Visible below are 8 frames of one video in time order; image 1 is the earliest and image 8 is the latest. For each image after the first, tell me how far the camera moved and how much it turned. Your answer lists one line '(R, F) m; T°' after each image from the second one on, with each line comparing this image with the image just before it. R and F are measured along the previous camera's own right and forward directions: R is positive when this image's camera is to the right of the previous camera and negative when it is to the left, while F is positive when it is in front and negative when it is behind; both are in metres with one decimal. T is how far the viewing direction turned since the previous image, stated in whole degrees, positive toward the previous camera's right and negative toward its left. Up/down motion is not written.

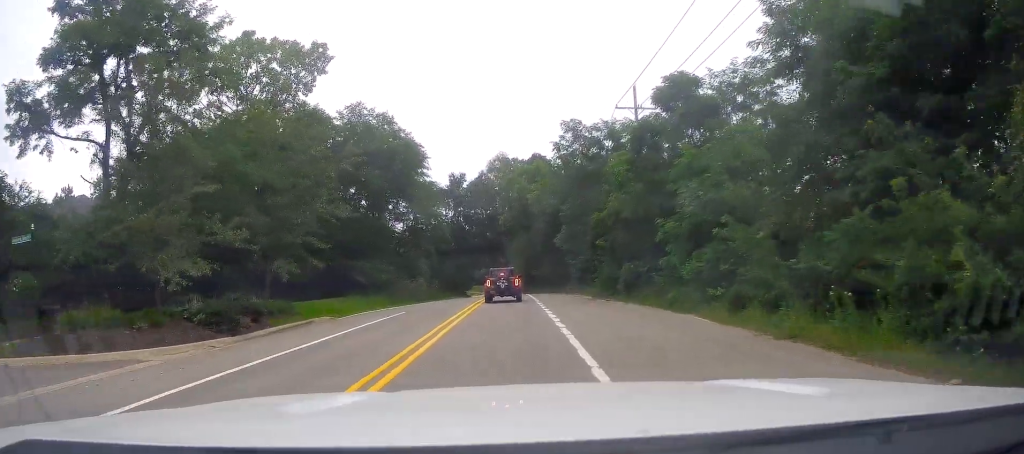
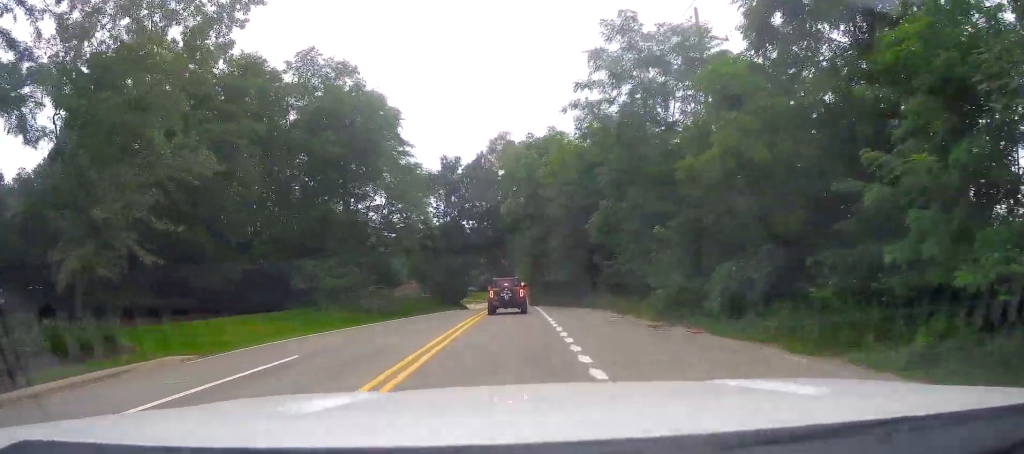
(0.0, +16.4) m; 0°
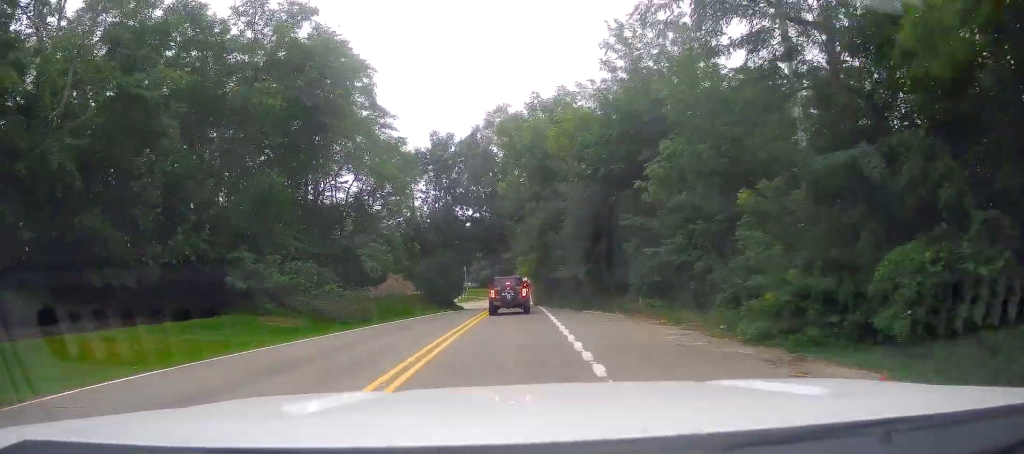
(0.0, +10.0) m; 0°
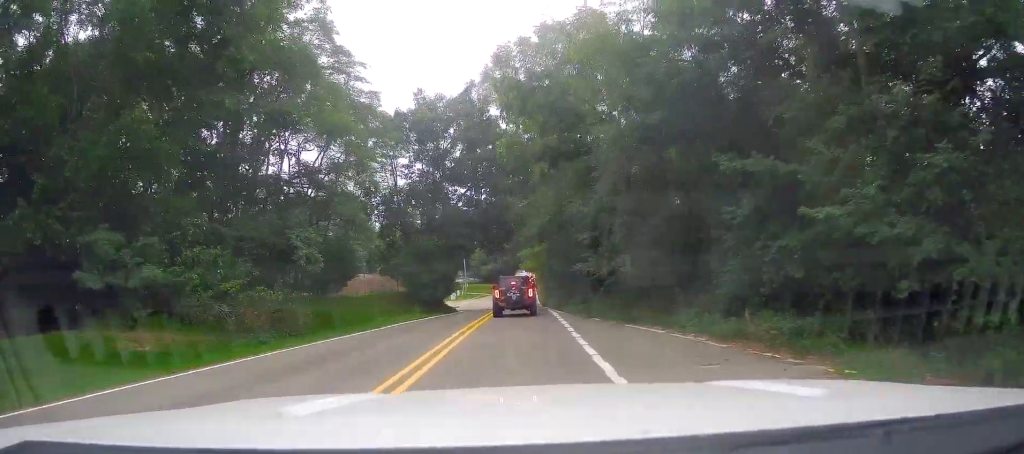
(0.0, +12.2) m; -2°
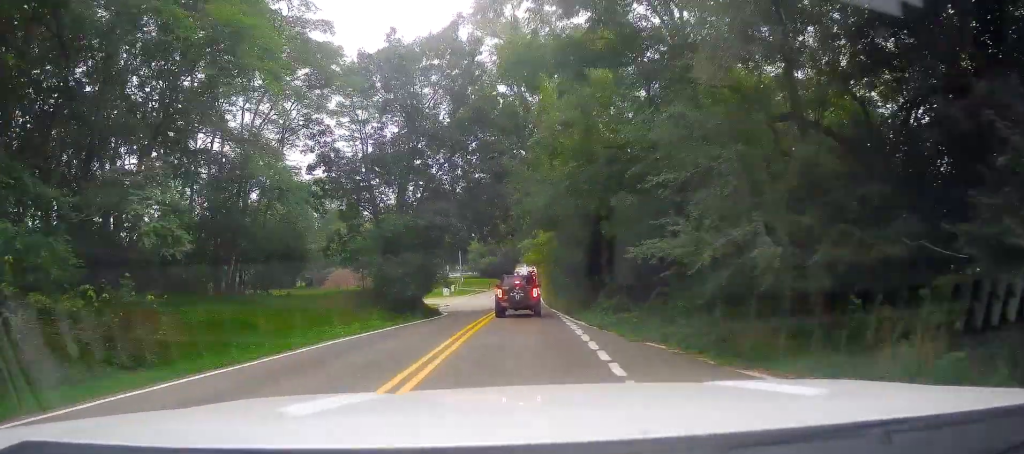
(-0.3, +11.9) m; -2°
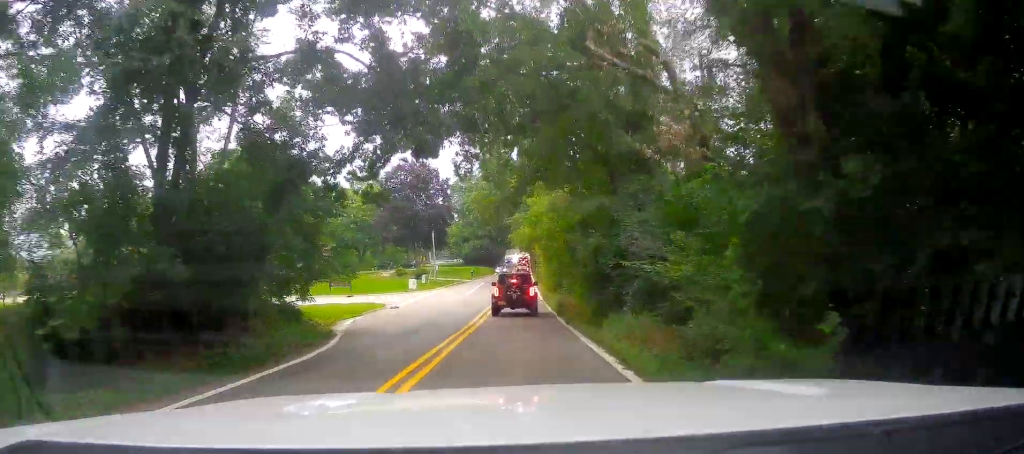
(+0.2, +28.4) m; +1°
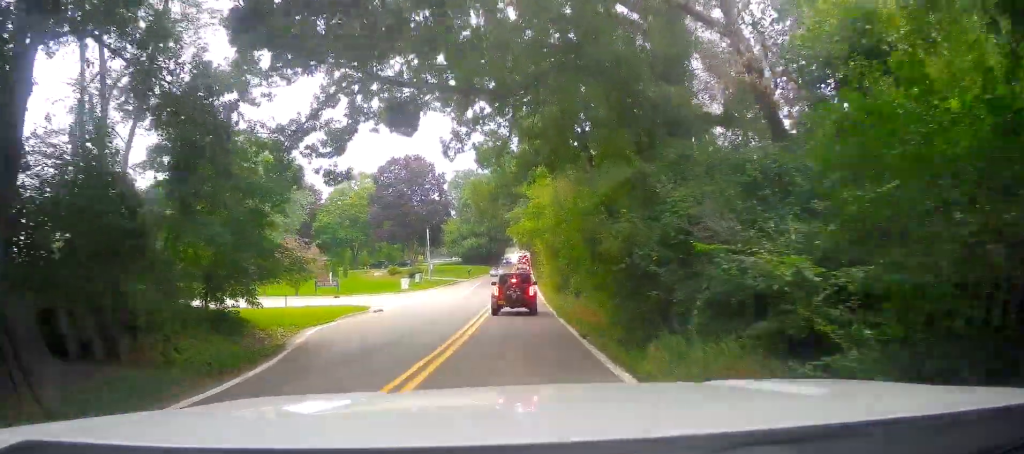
(+0.2, +5.6) m; +2°
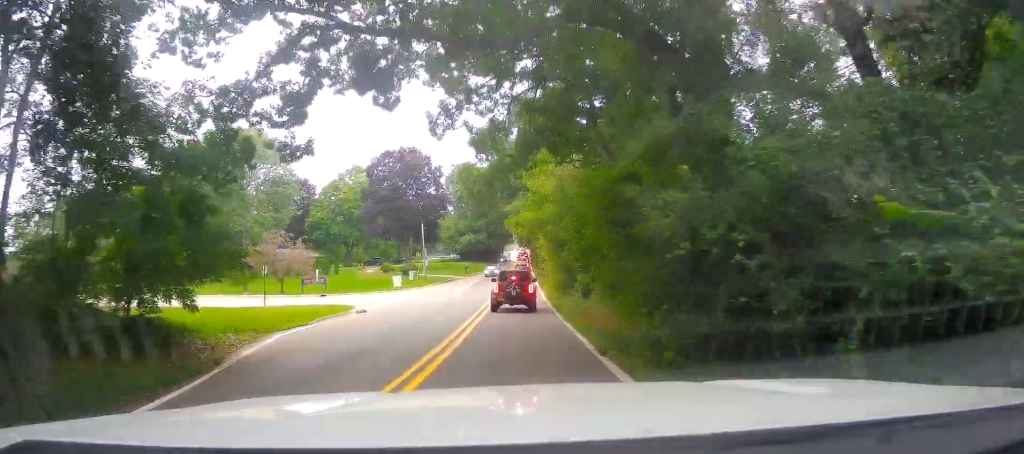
(+0.1, +4.6) m; +1°
